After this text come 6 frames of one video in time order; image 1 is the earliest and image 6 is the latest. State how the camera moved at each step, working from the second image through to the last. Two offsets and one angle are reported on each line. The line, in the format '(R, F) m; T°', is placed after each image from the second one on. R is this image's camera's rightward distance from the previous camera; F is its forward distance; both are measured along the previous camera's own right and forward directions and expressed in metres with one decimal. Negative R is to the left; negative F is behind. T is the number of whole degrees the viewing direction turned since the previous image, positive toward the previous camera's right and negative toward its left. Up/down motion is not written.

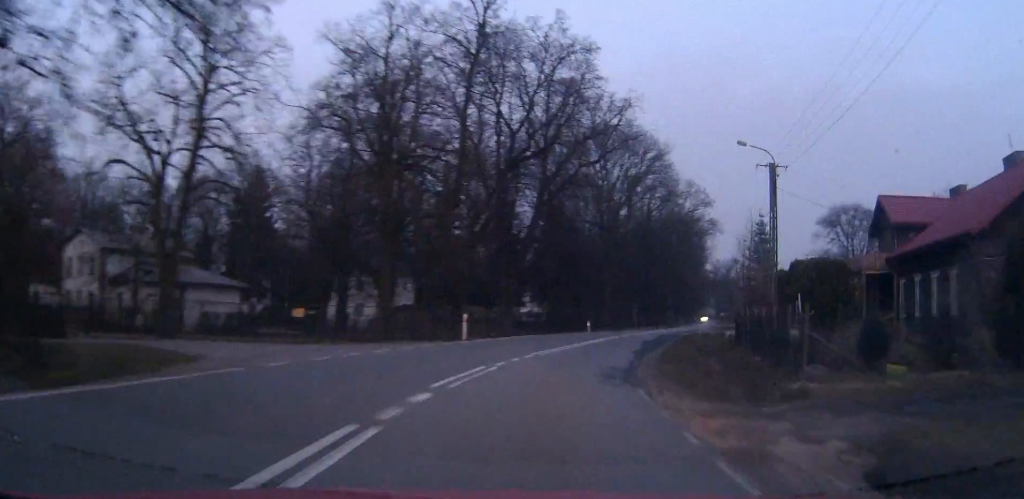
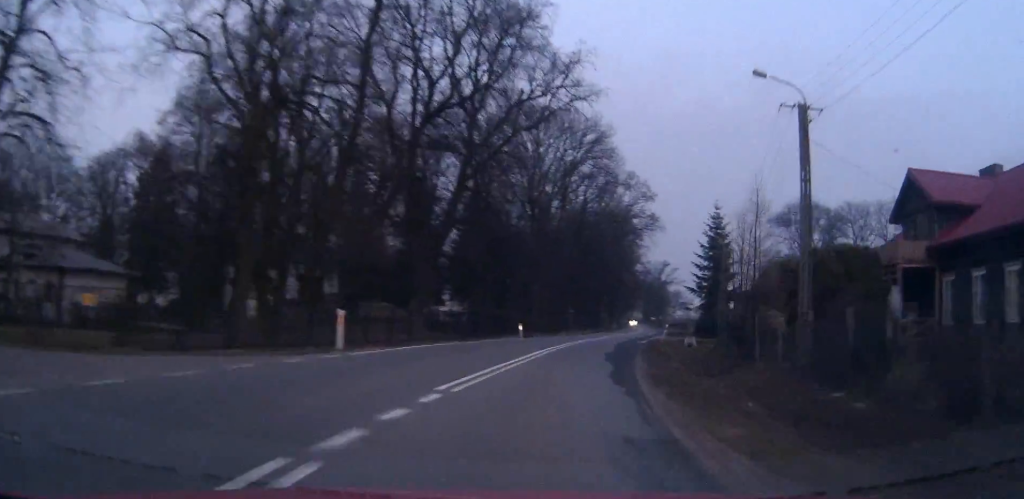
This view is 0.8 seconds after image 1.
(+0.6, +11.2) m; +6°
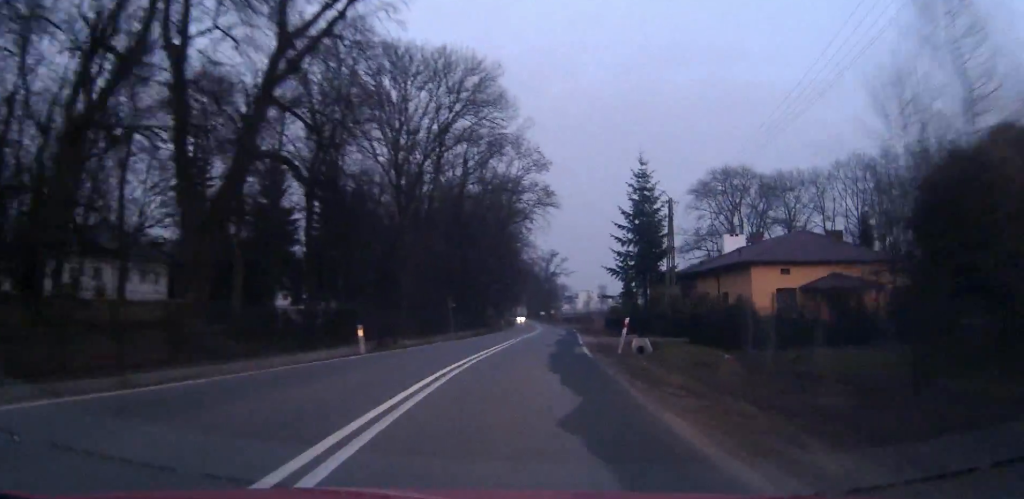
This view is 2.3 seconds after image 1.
(+1.8, +19.6) m; +10°
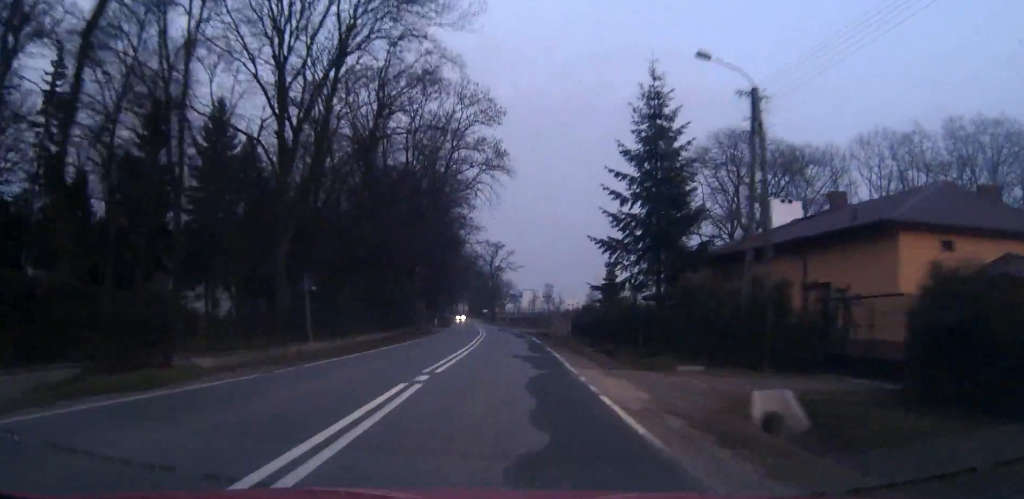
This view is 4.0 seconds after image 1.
(+1.4, +23.3) m; +5°
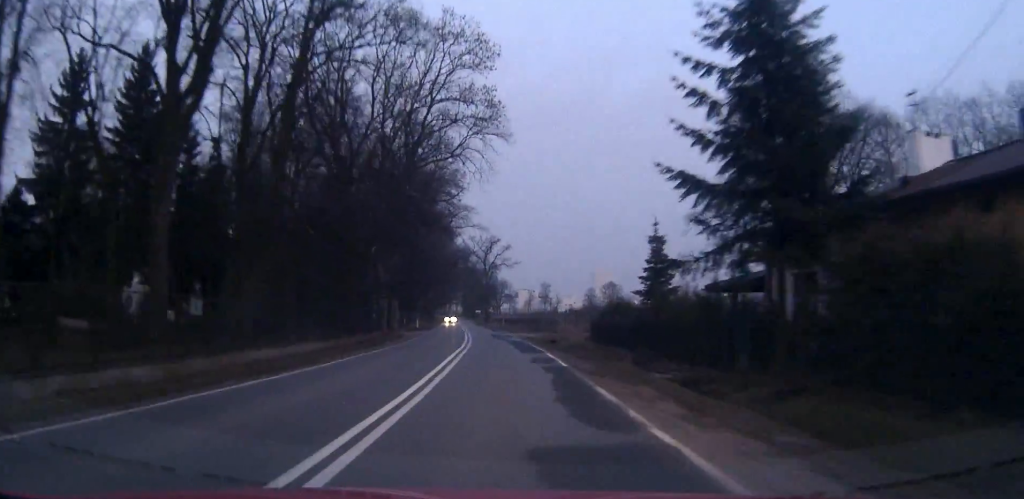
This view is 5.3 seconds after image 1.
(+0.4, +16.6) m; +2°
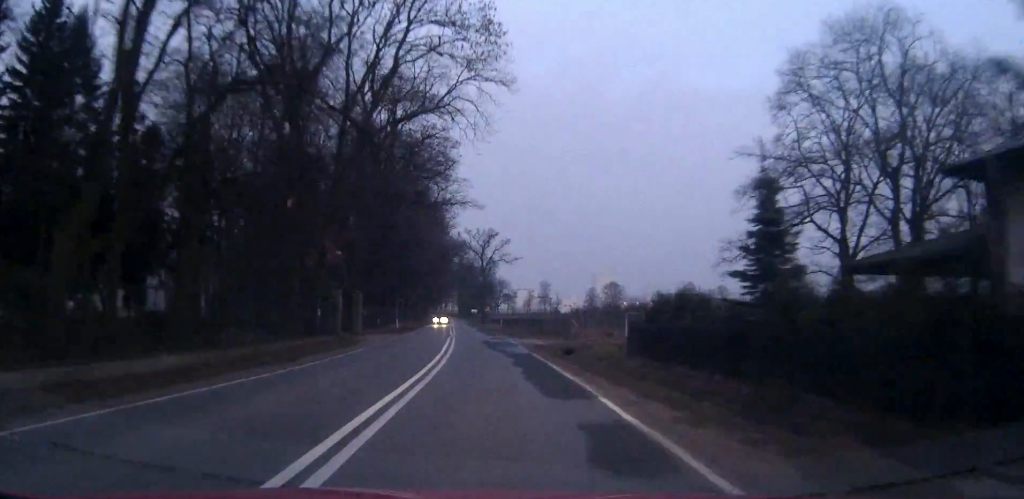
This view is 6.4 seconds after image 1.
(+0.1, +14.8) m; 0°
